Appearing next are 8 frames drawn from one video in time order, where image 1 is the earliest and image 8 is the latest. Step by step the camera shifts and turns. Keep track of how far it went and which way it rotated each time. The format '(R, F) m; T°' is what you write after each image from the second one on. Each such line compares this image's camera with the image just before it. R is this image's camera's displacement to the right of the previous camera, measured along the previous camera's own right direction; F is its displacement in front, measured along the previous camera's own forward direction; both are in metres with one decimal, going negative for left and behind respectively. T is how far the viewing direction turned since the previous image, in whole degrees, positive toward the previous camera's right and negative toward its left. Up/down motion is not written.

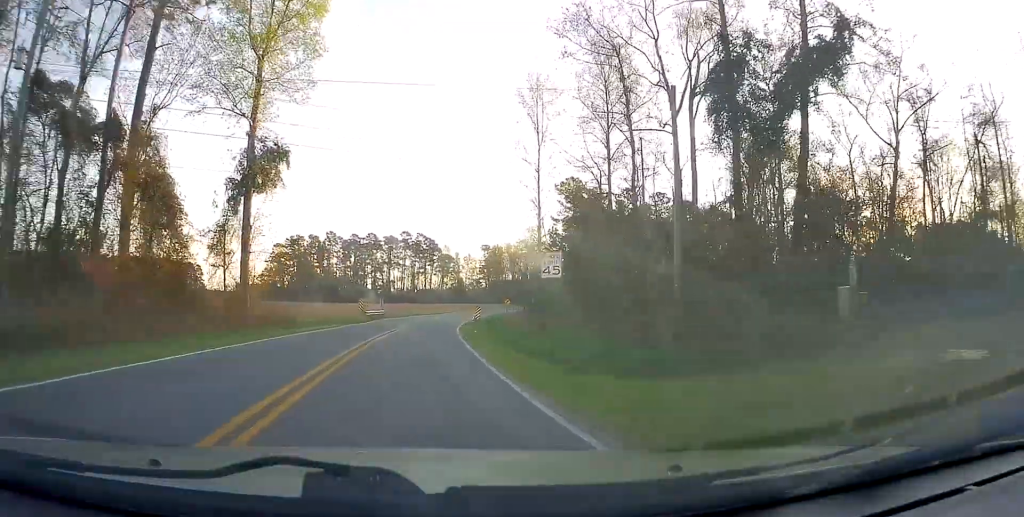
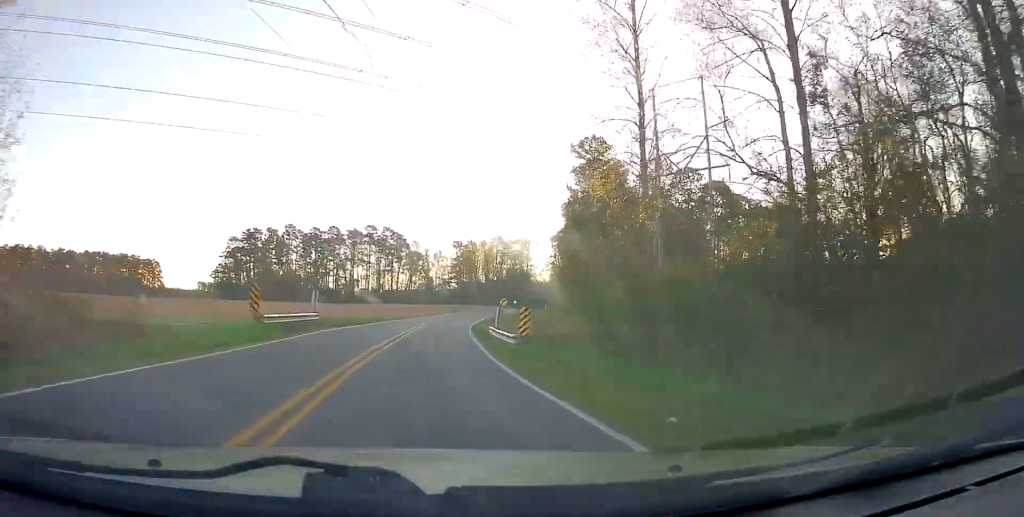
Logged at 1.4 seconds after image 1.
(0.0, +26.0) m; +2°
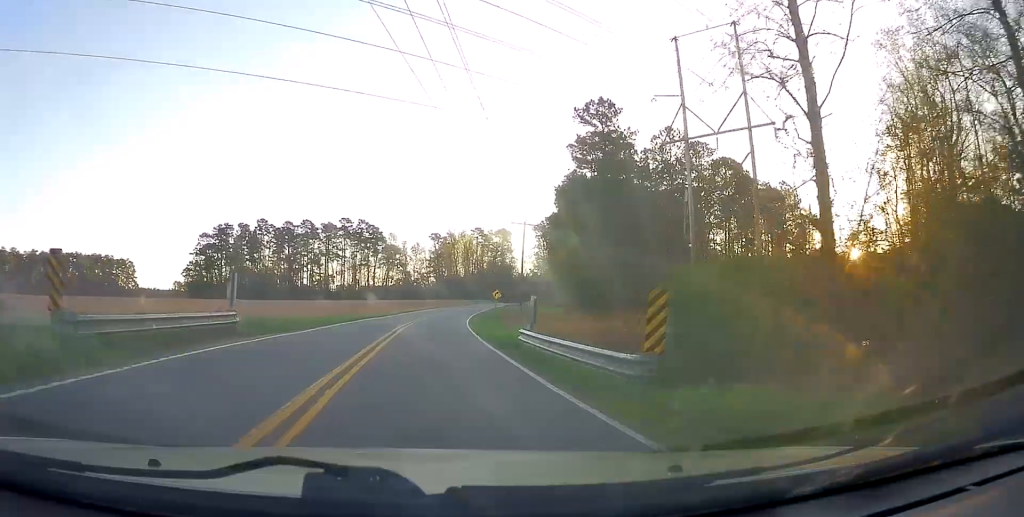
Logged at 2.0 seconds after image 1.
(+0.2, +11.5) m; +2°
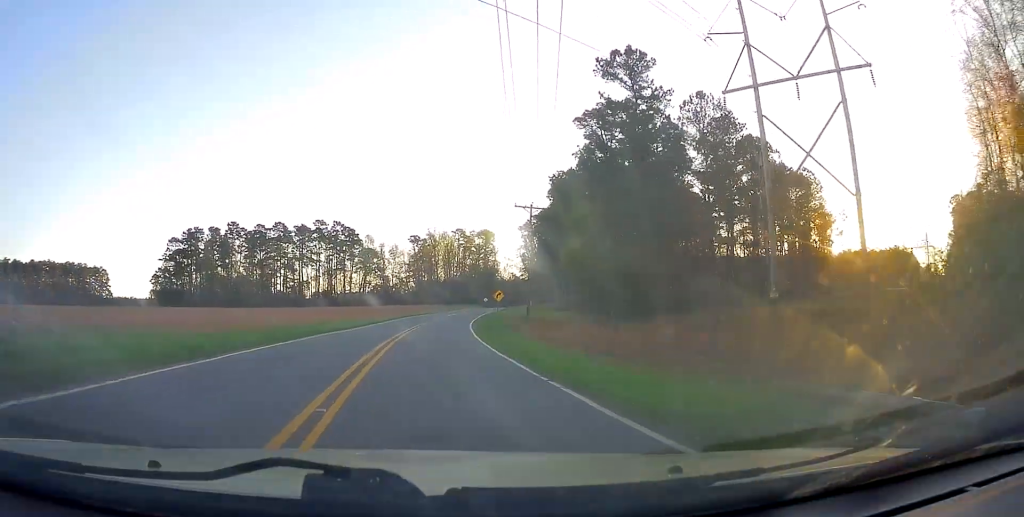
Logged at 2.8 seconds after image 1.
(+0.2, +14.4) m; +2°
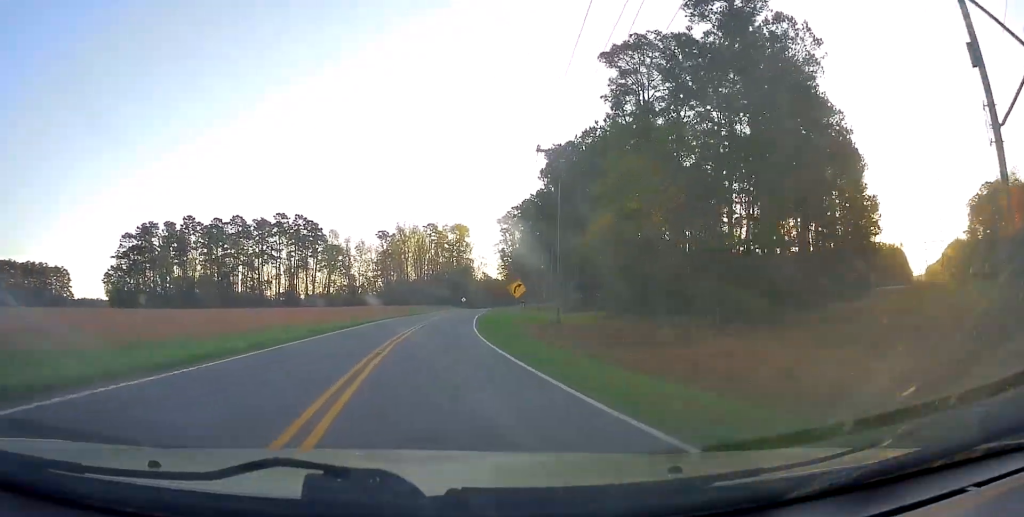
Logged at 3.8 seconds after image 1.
(+0.5, +20.2) m; +4°
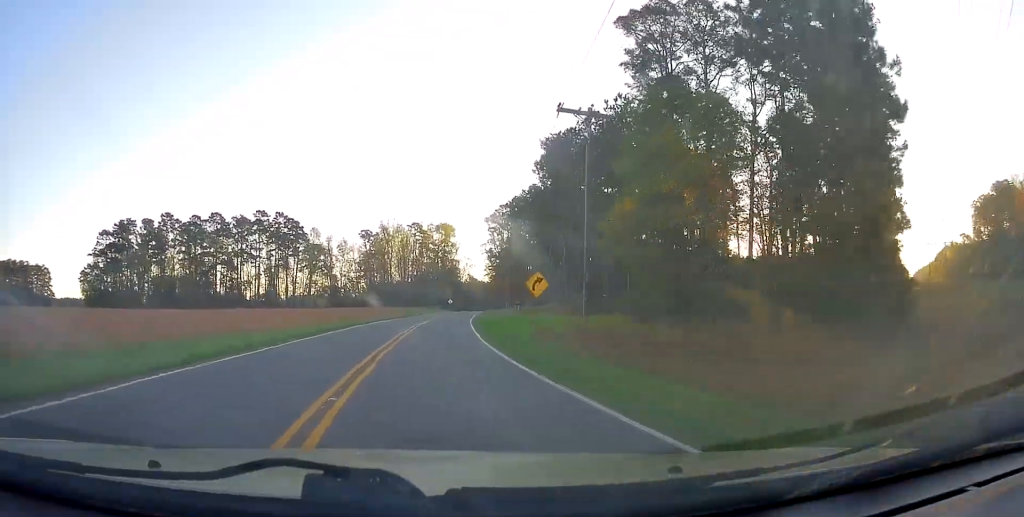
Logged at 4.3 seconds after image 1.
(+0.2, +7.9) m; +1°
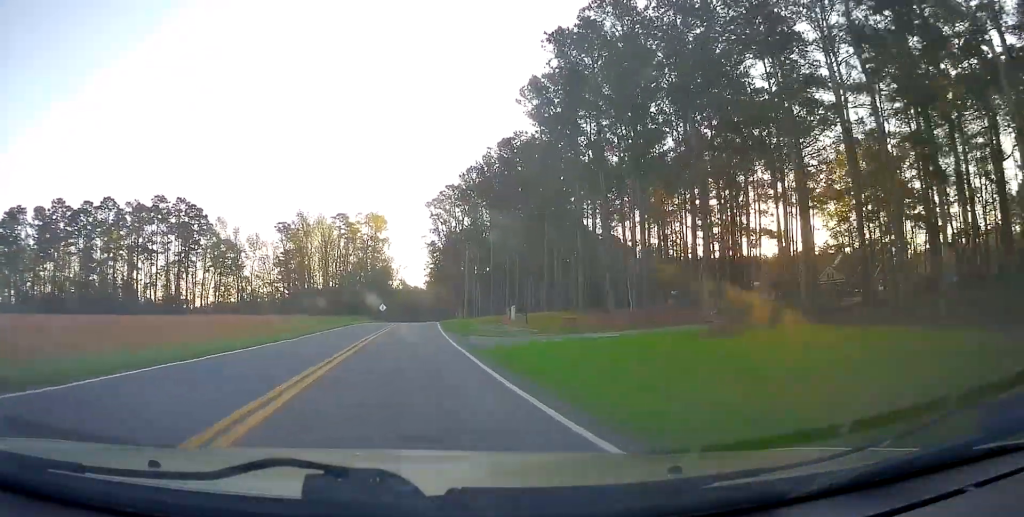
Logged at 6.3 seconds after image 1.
(+1.8, +37.1) m; +6°
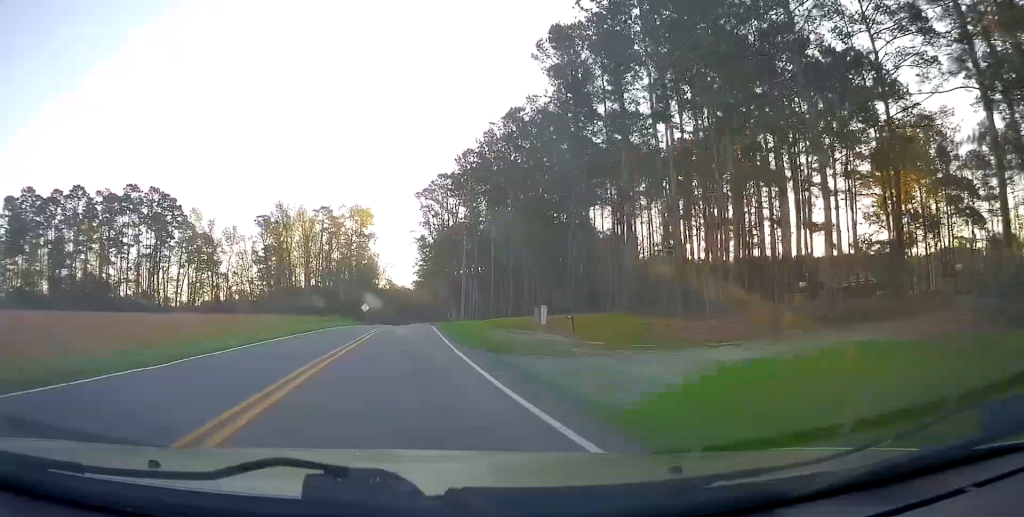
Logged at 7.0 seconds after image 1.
(+0.2, +12.3) m; +2°
